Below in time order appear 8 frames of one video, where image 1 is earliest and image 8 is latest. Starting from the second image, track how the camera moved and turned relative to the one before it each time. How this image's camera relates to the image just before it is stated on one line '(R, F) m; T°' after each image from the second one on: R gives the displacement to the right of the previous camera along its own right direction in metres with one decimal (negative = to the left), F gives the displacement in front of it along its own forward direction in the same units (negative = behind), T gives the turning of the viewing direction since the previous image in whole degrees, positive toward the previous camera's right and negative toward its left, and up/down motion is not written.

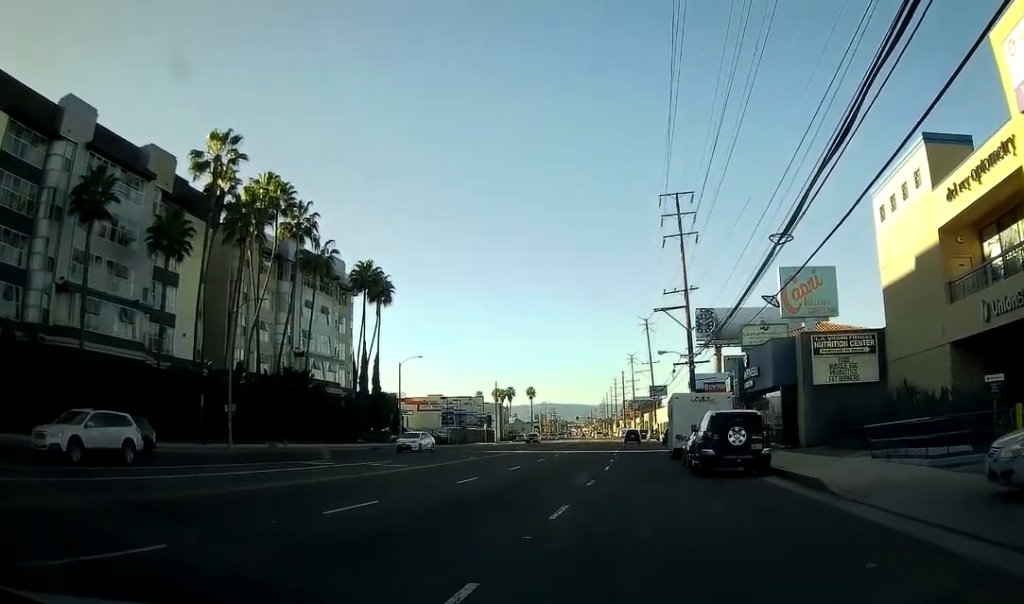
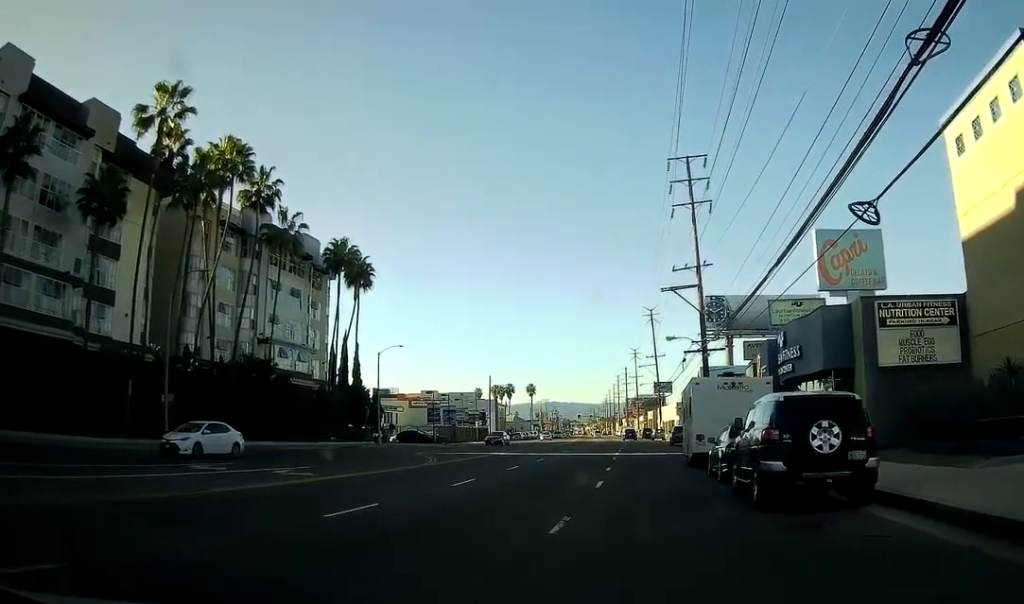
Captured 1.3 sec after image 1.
(0.0, +9.9) m; +2°
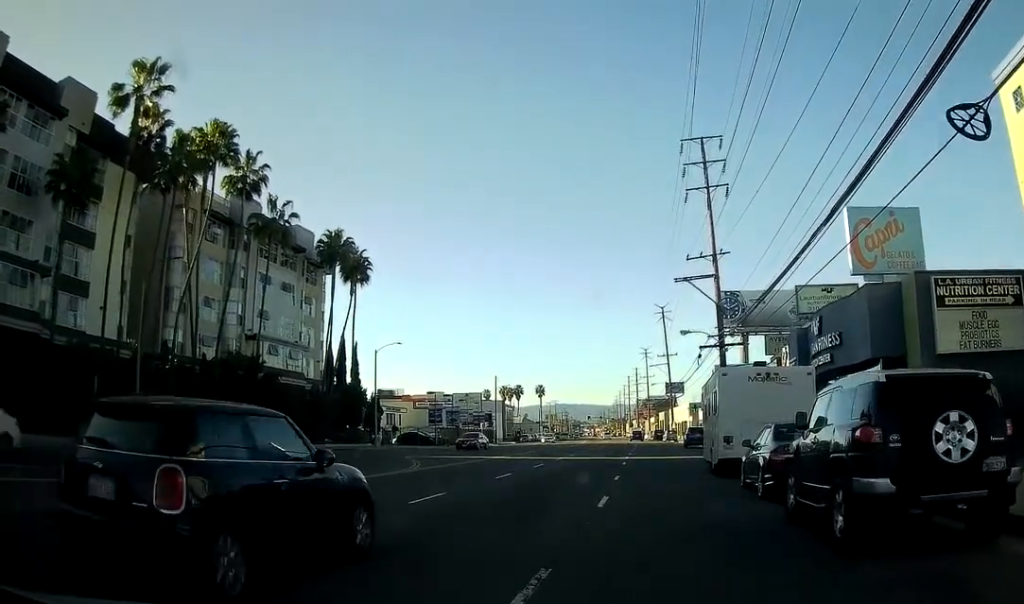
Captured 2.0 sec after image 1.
(+0.1, +4.7) m; +1°
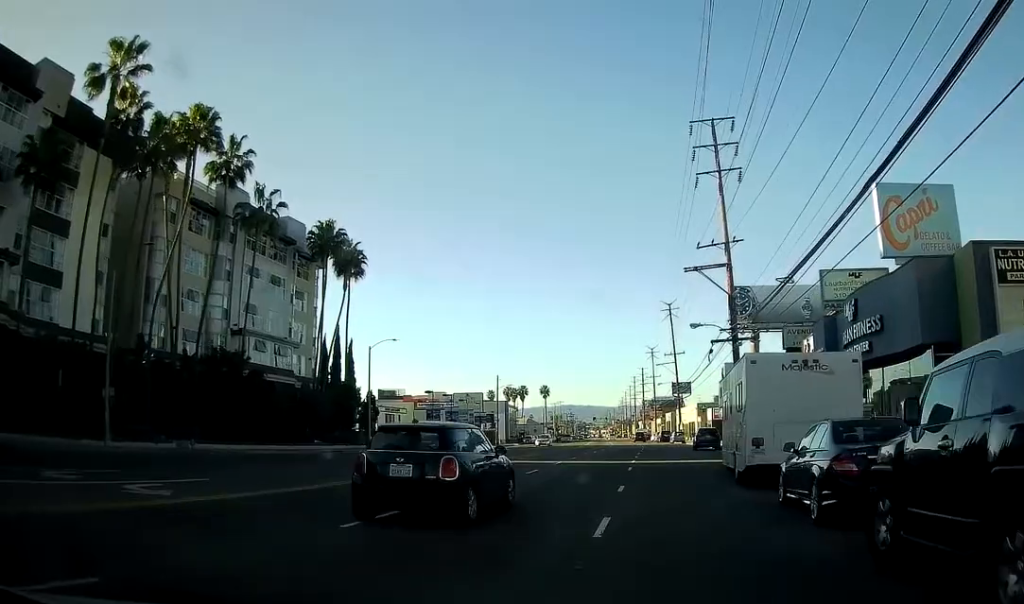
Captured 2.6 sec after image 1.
(+0.1, +4.1) m; 0°
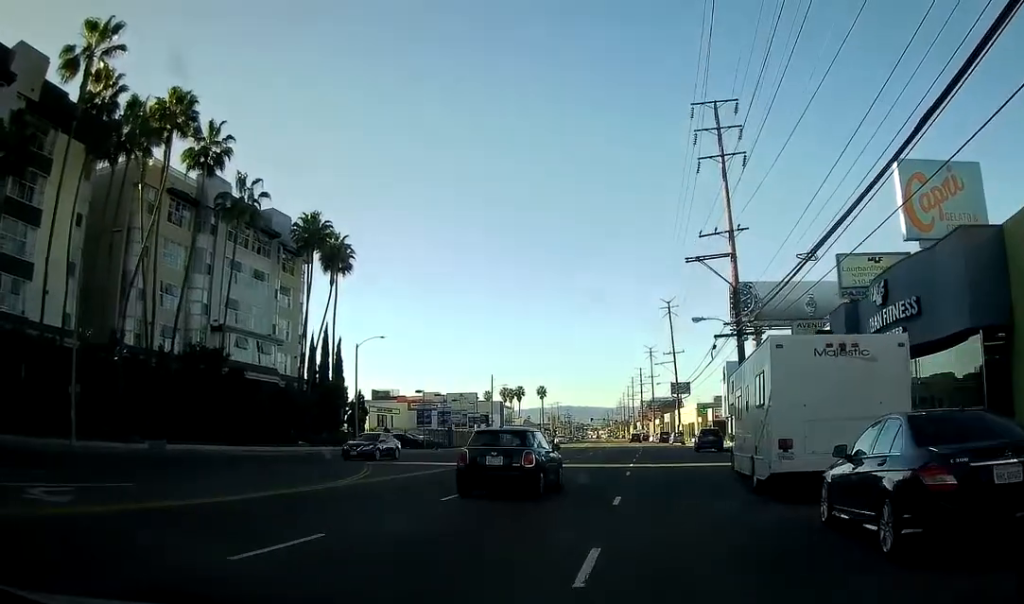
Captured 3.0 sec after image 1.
(-0.1, +3.2) m; -2°
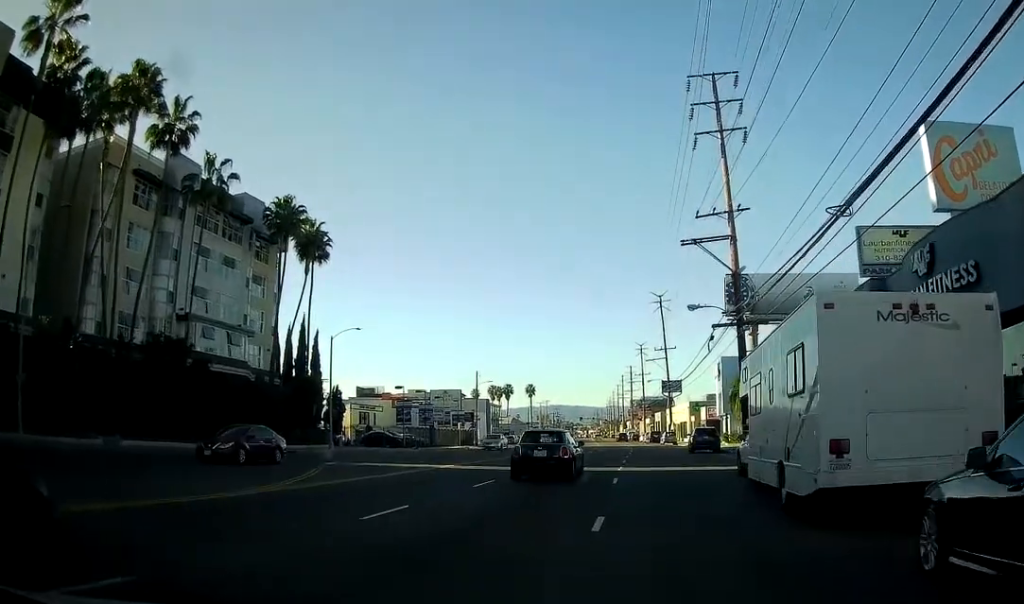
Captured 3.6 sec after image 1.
(0.0, +4.1) m; -3°
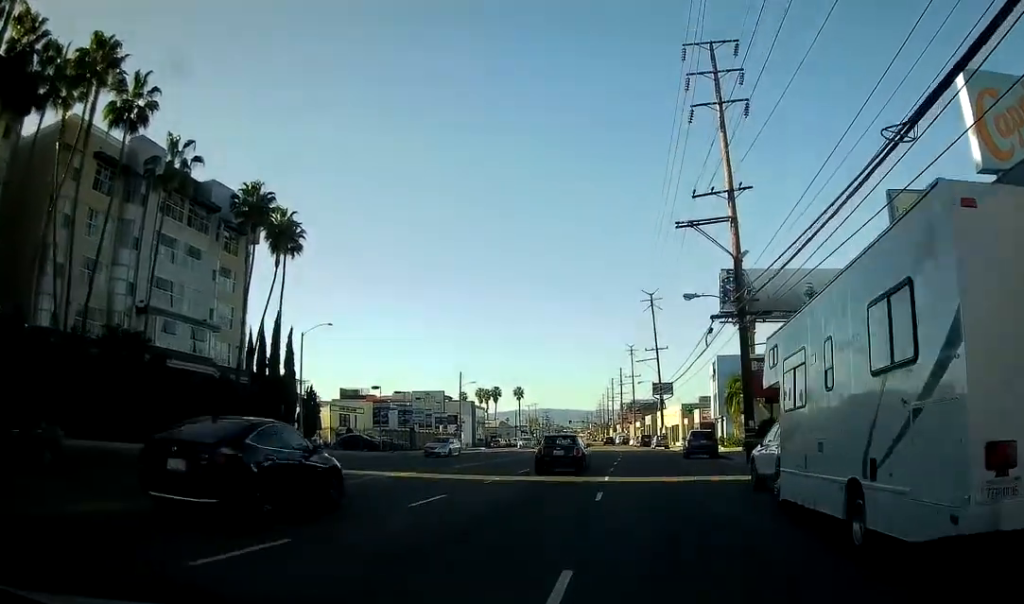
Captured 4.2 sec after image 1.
(-0.2, +4.0) m; 0°
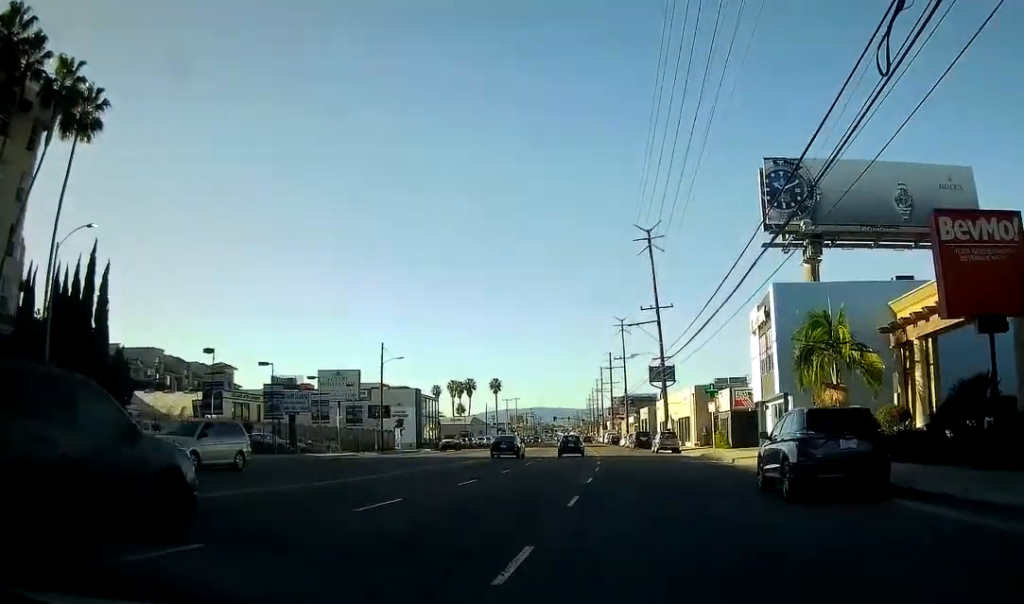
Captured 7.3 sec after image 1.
(-0.2, +28.0) m; 0°
